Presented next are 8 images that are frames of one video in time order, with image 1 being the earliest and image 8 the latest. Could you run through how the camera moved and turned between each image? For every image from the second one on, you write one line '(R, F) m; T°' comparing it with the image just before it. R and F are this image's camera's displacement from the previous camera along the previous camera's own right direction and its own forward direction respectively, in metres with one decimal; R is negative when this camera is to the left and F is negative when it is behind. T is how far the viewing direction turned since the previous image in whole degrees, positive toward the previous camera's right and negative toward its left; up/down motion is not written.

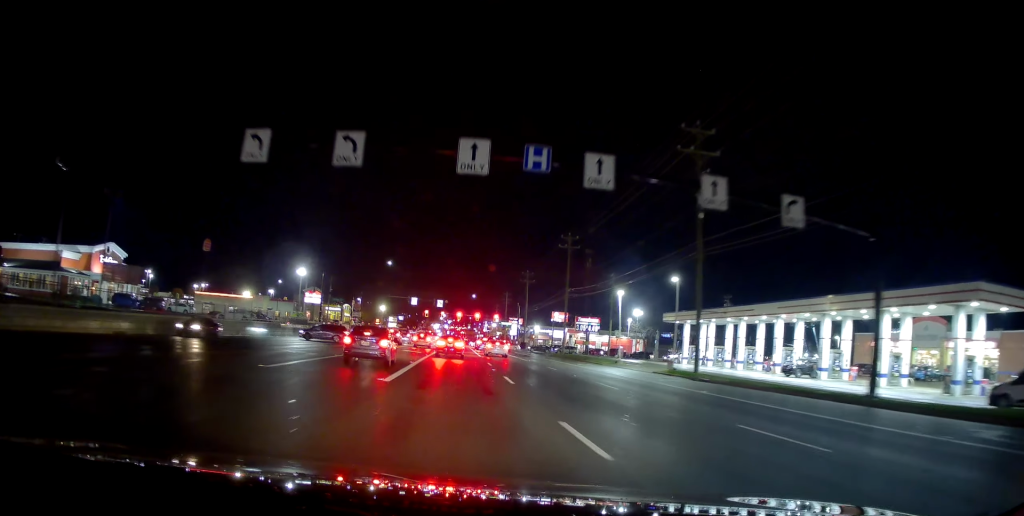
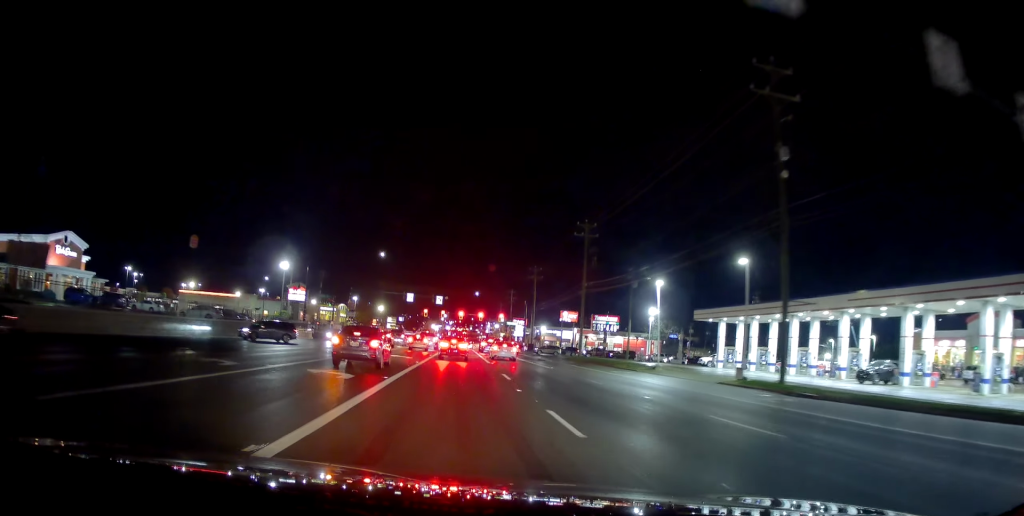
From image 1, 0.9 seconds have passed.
(-0.3, +10.9) m; 0°
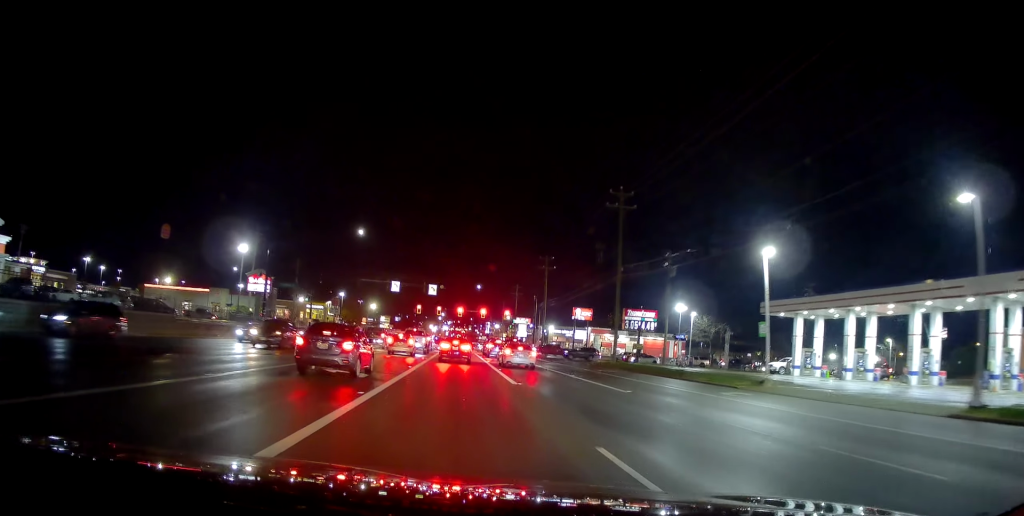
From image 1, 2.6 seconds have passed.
(+0.3, +18.5) m; 0°
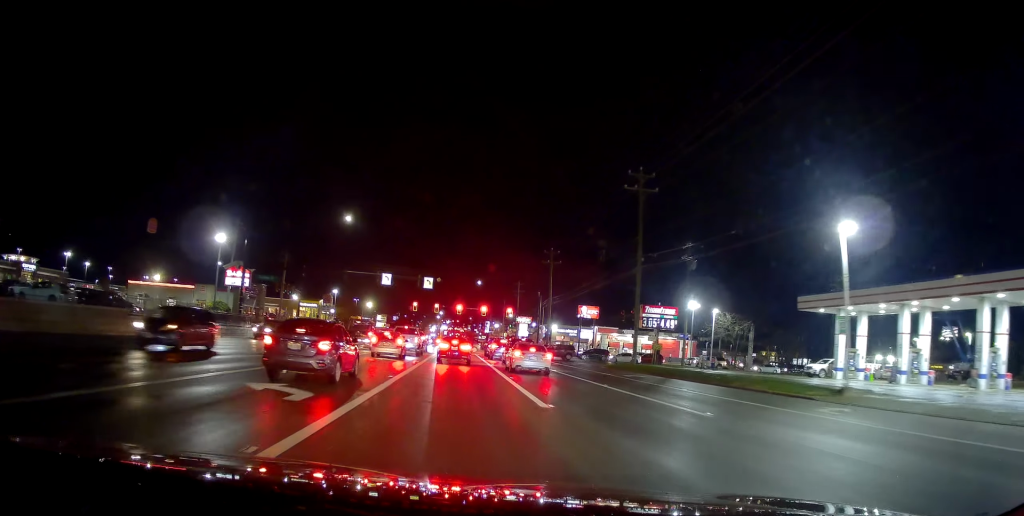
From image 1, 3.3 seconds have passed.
(-0.1, +7.4) m; 0°
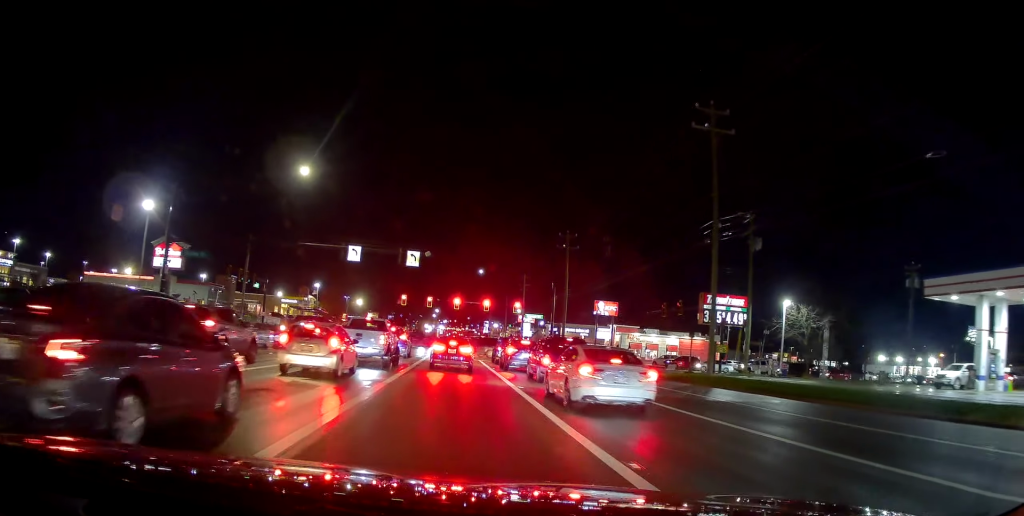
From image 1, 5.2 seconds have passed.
(+1.1, +17.4) m; +4°
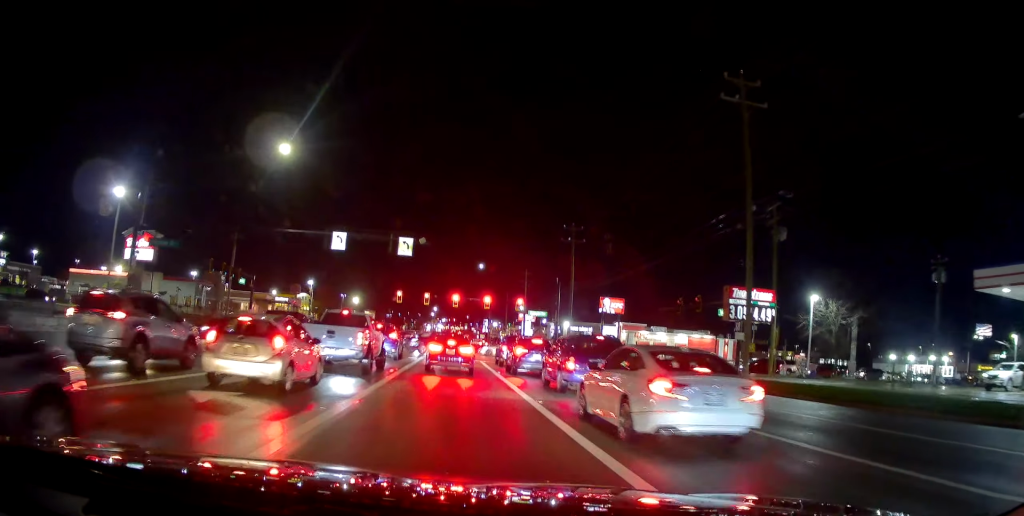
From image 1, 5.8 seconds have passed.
(-0.3, +5.1) m; -3°
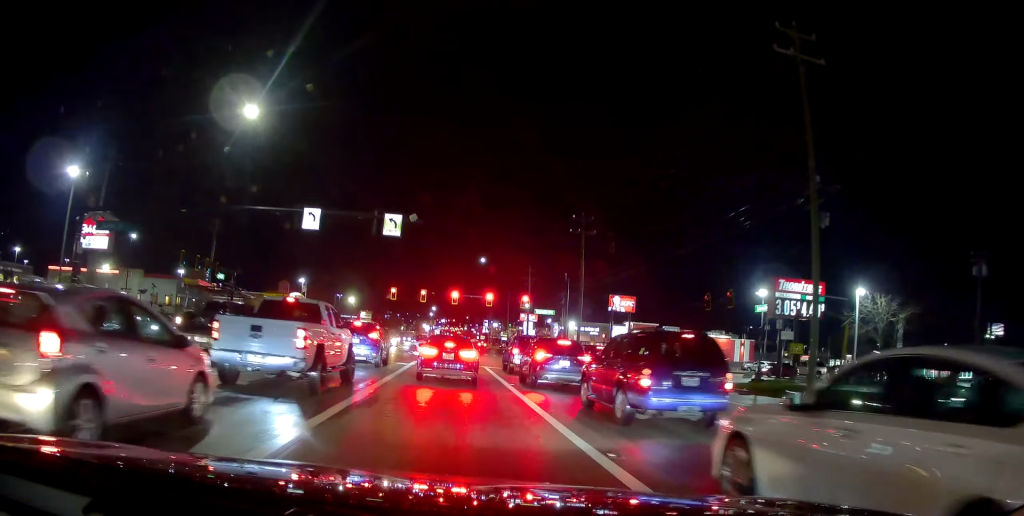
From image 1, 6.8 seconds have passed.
(-0.2, +7.3) m; 0°
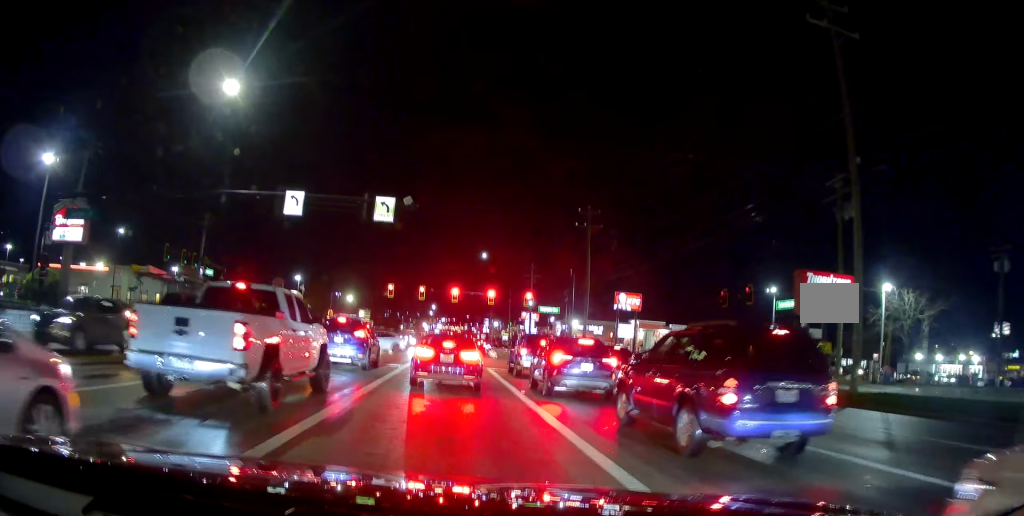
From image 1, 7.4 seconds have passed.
(0.0, +3.8) m; +1°
